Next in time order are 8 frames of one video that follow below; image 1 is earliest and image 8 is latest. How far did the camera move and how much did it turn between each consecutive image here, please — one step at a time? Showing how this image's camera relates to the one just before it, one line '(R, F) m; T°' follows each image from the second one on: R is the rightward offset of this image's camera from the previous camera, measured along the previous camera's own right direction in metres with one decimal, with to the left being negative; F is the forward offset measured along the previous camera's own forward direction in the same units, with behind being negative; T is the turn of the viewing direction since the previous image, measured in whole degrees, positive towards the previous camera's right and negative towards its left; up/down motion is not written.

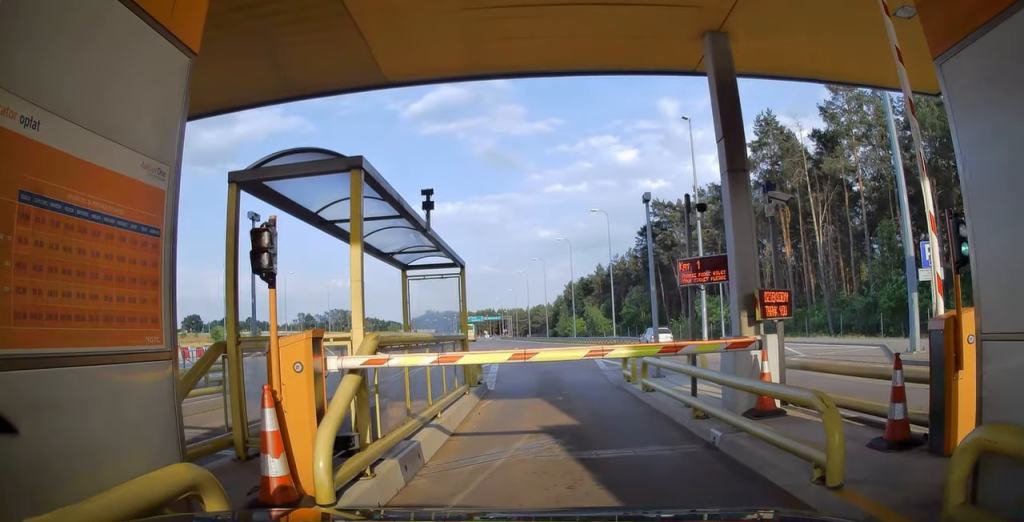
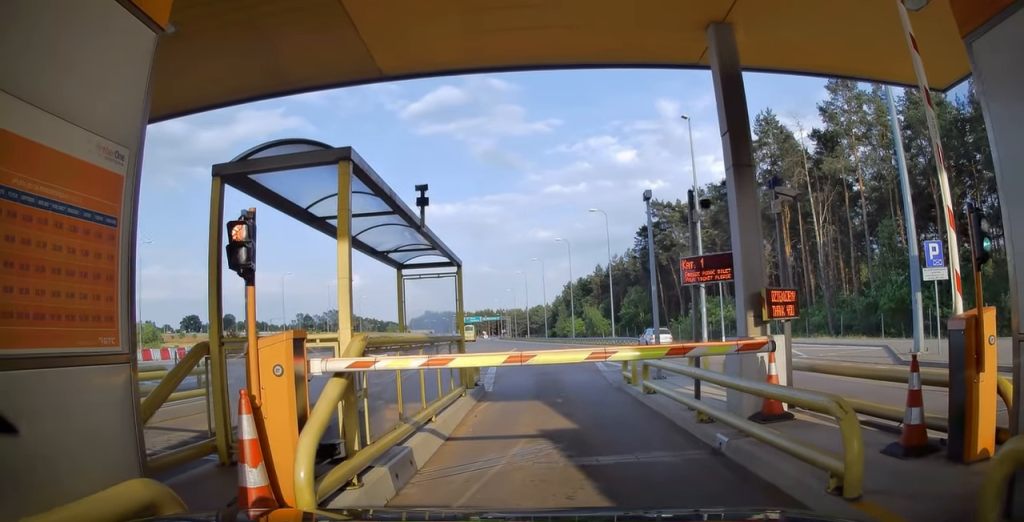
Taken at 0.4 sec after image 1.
(-0.1, +0.2) m; 0°
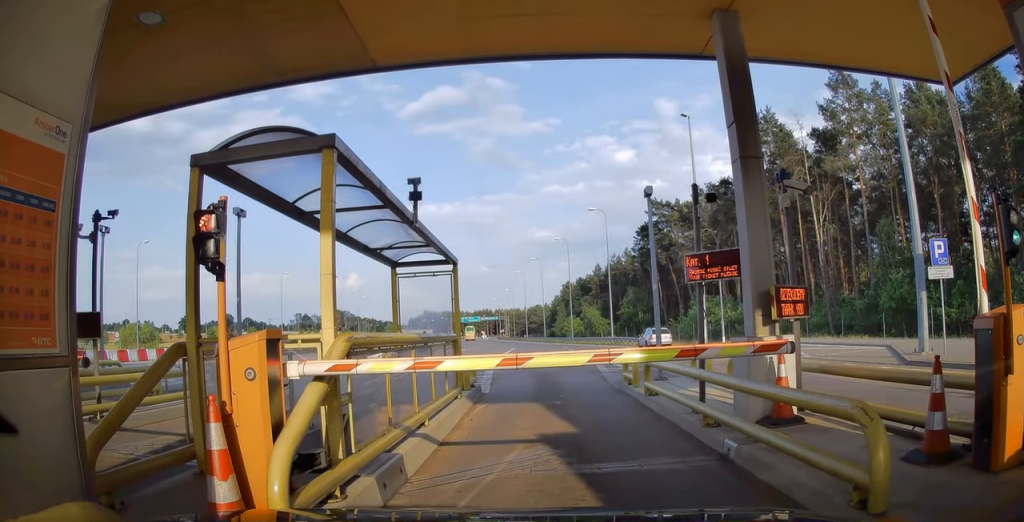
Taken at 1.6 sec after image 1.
(-0.3, +0.1) m; 0°
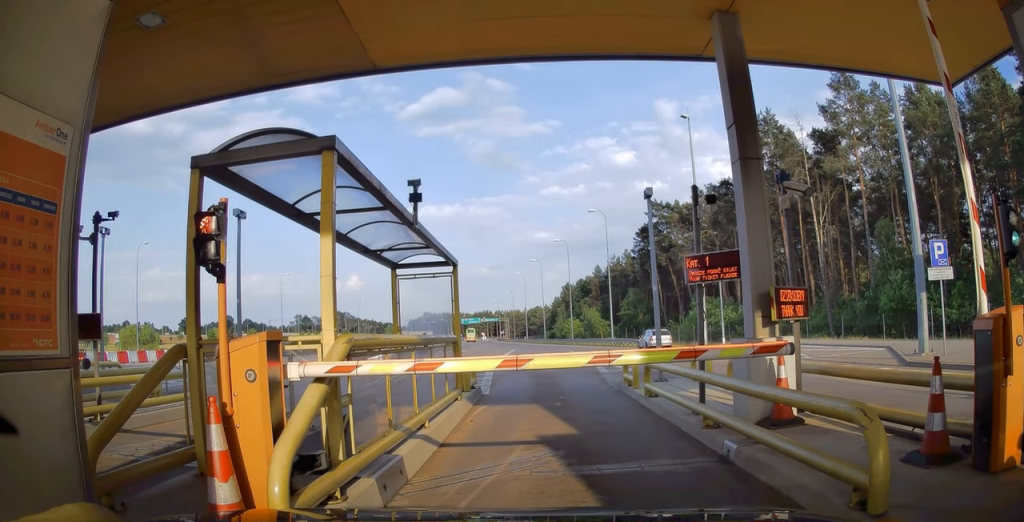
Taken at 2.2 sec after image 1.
(0.0, 0.0) m; 0°
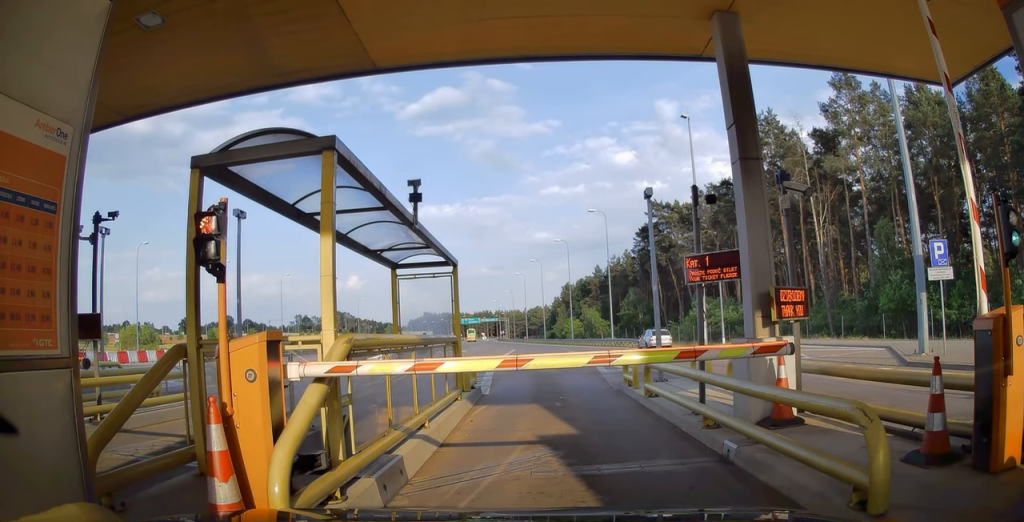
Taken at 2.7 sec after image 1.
(0.0, 0.0) m; 0°
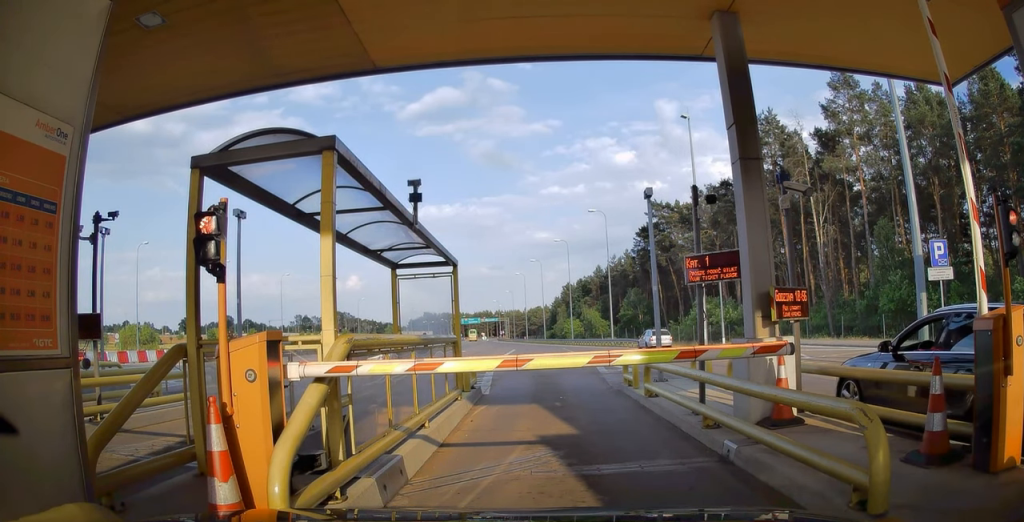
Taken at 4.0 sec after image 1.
(0.0, 0.0) m; 0°
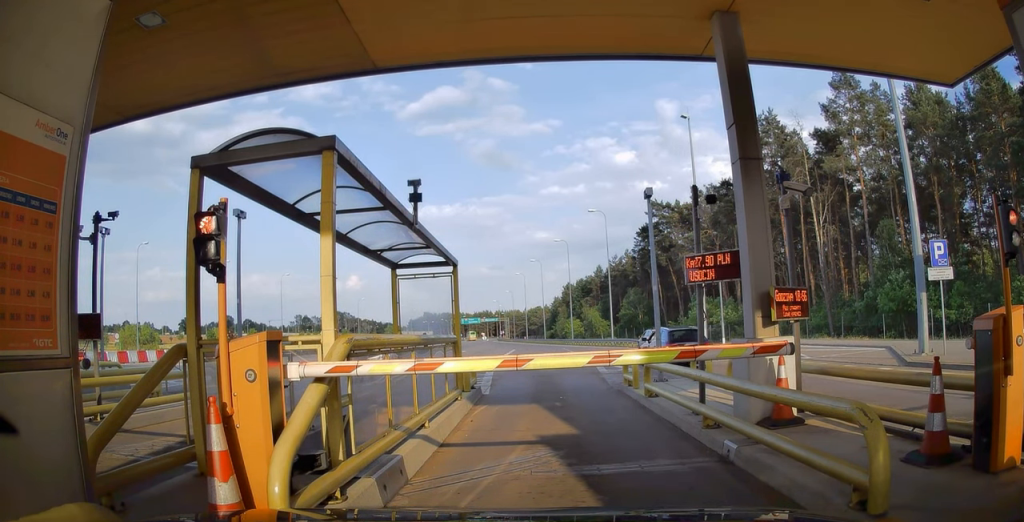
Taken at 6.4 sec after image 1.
(0.0, 0.0) m; 0°
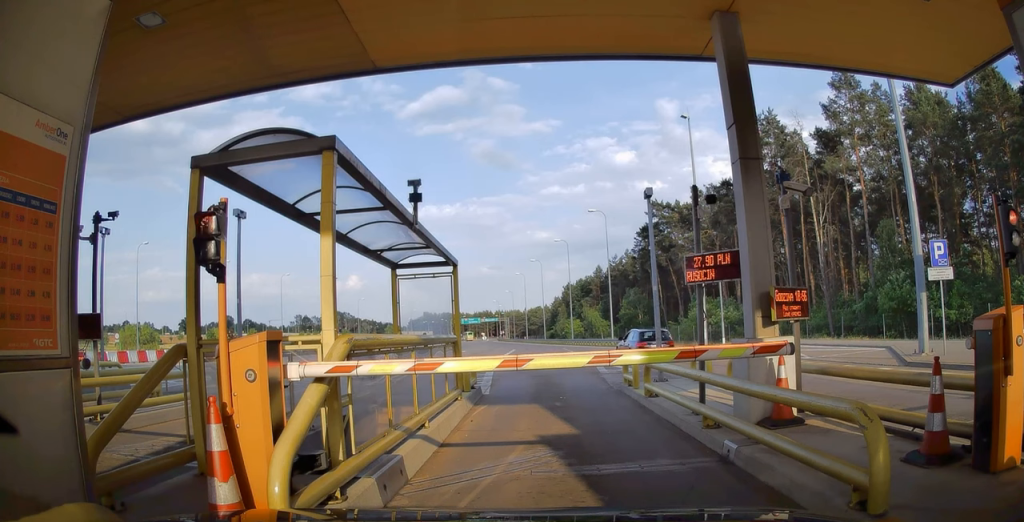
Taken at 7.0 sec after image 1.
(0.0, 0.0) m; 0°
